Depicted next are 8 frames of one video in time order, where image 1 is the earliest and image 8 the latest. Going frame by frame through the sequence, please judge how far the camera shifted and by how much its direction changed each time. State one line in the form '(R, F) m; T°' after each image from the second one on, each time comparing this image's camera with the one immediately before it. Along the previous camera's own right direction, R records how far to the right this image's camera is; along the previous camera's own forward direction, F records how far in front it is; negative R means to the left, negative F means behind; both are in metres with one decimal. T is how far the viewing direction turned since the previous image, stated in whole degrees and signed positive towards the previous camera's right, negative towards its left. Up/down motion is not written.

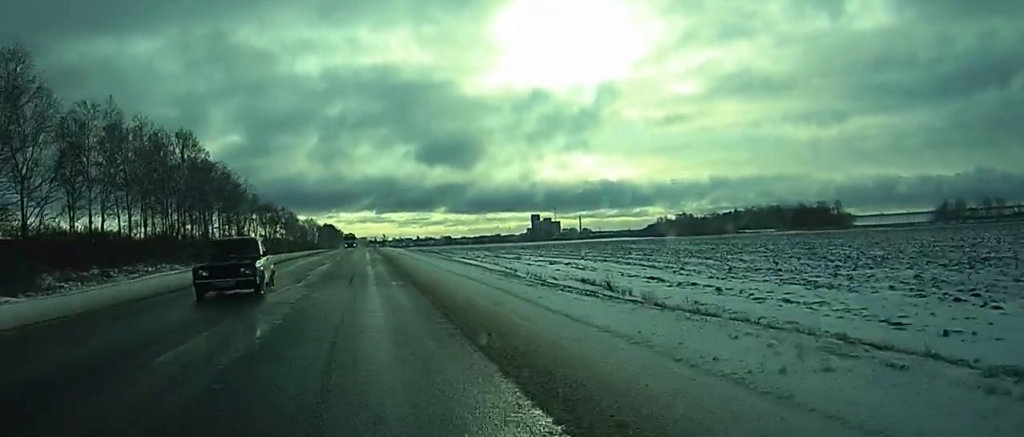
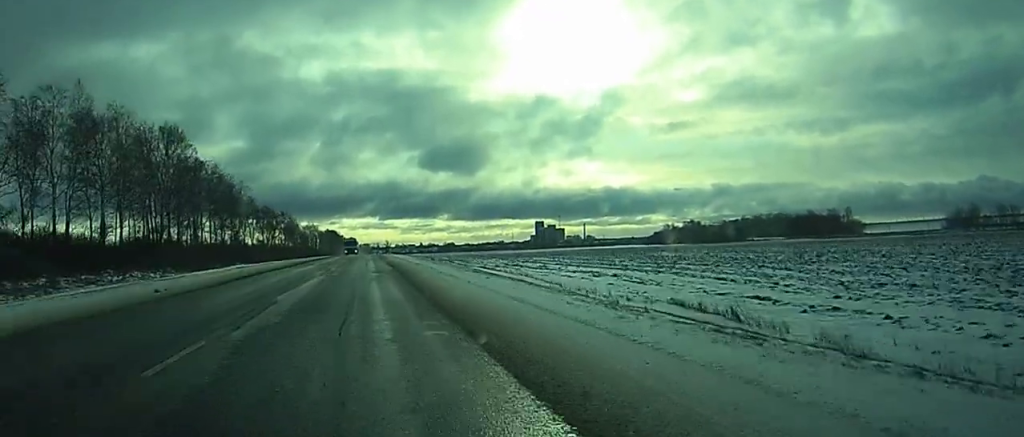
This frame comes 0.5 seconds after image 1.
(0.0, +12.8) m; 0°
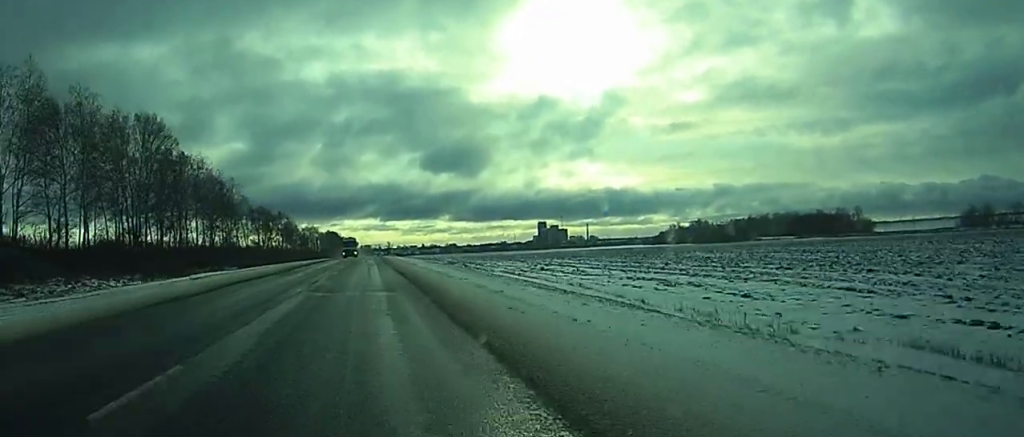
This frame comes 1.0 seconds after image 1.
(0.0, +13.7) m; 0°
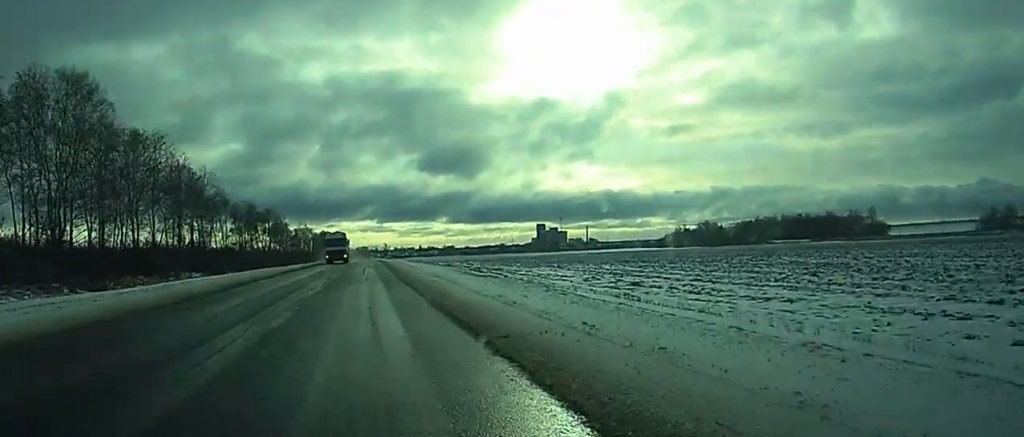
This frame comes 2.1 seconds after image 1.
(0.0, +27.4) m; 0°
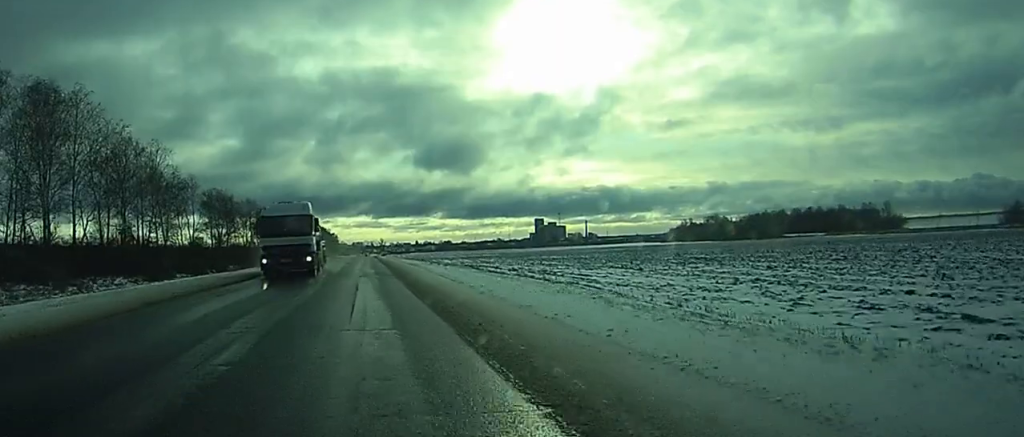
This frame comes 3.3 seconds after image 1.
(+0.1, +30.0) m; 0°
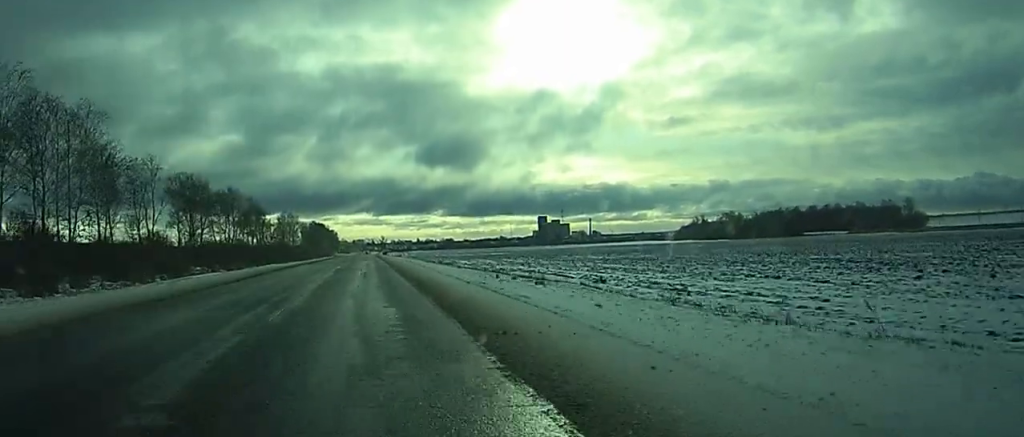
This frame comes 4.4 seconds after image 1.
(0.0, +29.3) m; 0°
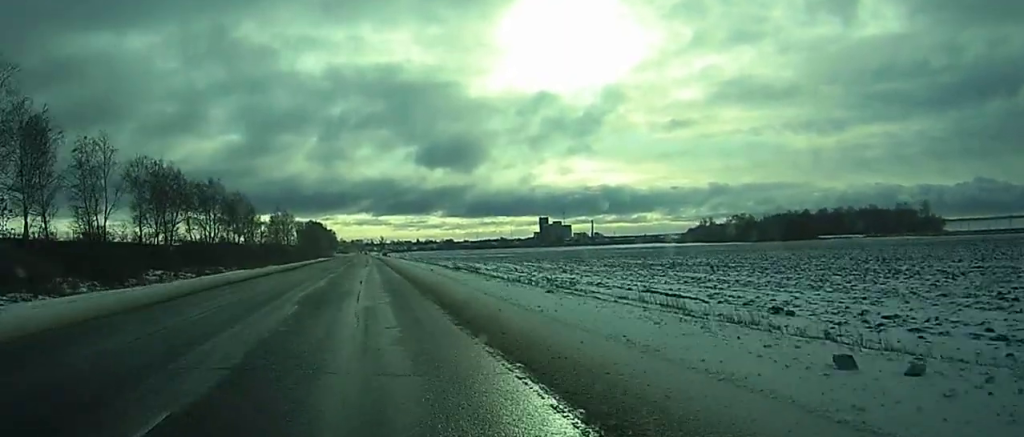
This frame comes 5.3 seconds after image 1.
(0.0, +22.5) m; 0°
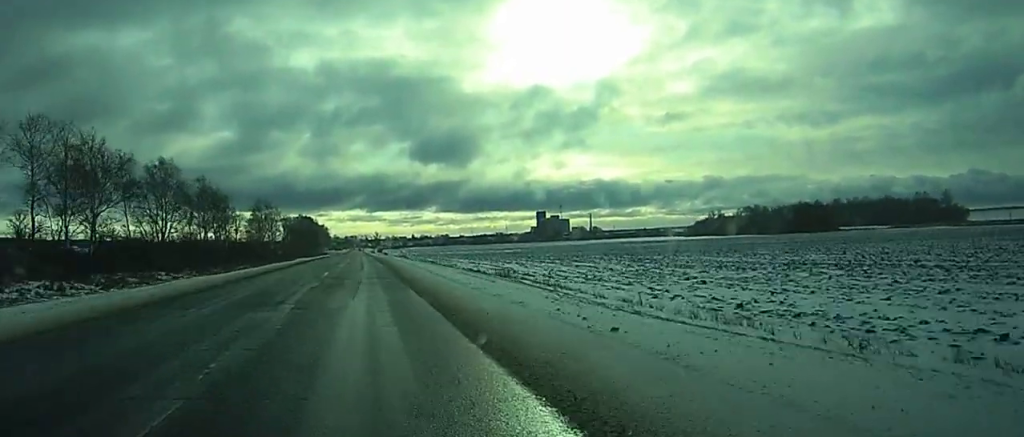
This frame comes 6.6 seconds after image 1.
(0.0, +34.9) m; 0°
